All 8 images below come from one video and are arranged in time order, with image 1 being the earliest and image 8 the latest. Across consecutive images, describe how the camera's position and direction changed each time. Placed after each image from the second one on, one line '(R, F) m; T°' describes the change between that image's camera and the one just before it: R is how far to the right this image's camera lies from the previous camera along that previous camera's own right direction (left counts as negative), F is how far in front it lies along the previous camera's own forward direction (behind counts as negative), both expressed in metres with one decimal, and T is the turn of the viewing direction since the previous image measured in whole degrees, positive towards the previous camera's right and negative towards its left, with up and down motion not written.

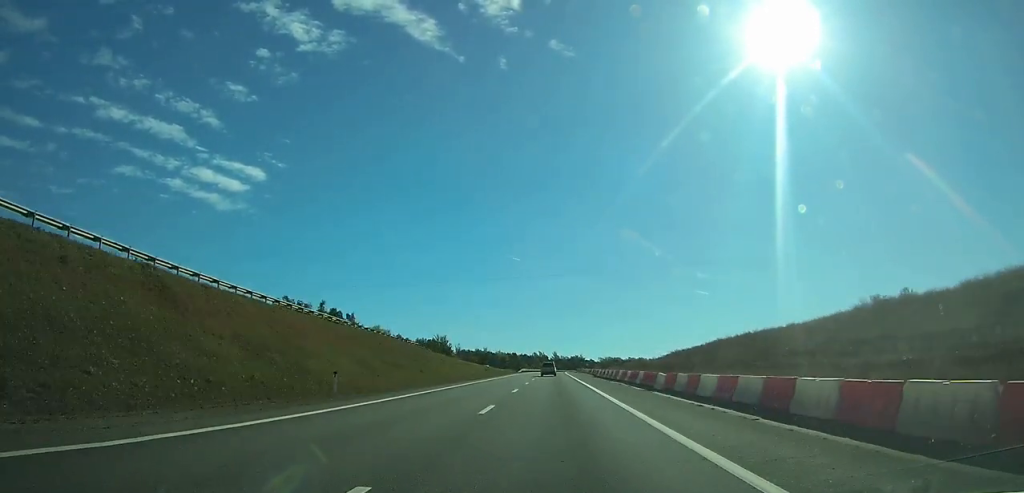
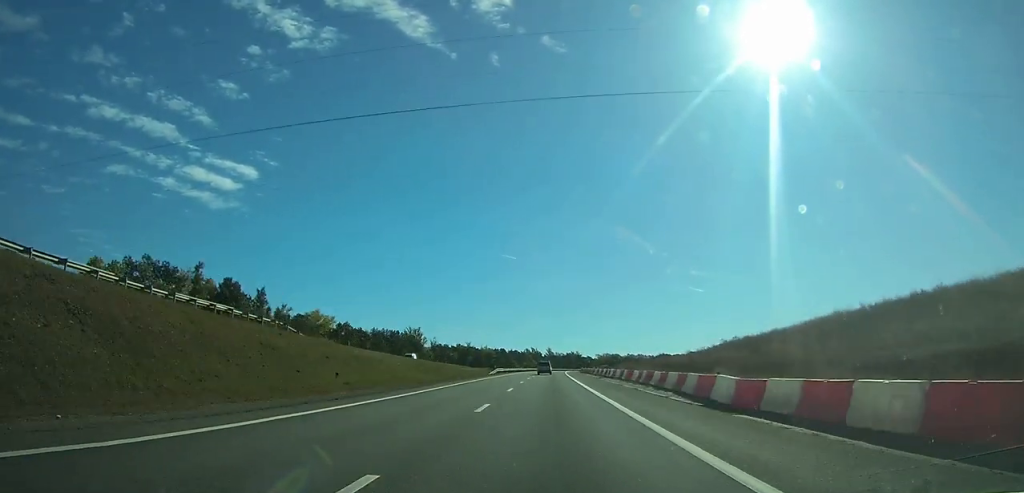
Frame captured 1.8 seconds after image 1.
(-0.1, +46.0) m; 0°
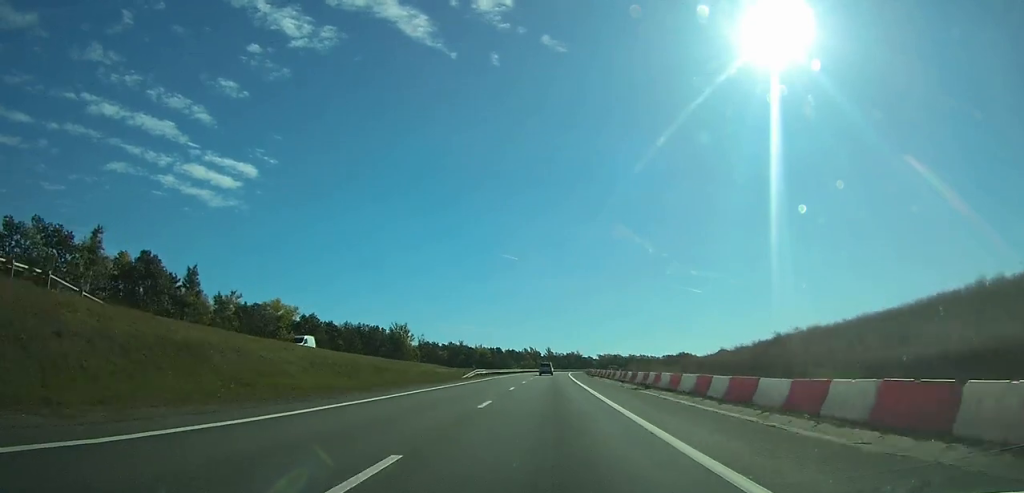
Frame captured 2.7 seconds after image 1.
(0.0, +22.2) m; 0°
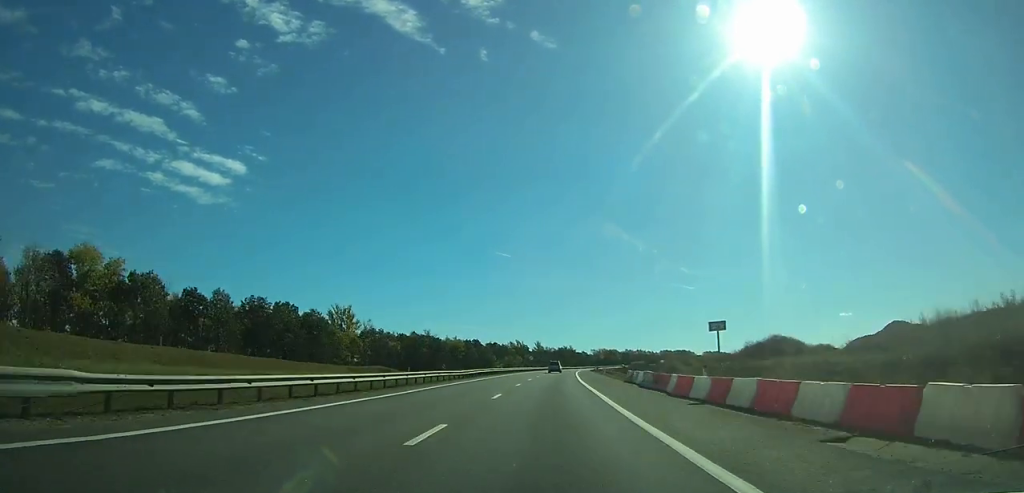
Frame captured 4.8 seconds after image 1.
(+0.2, +55.0) m; +1°
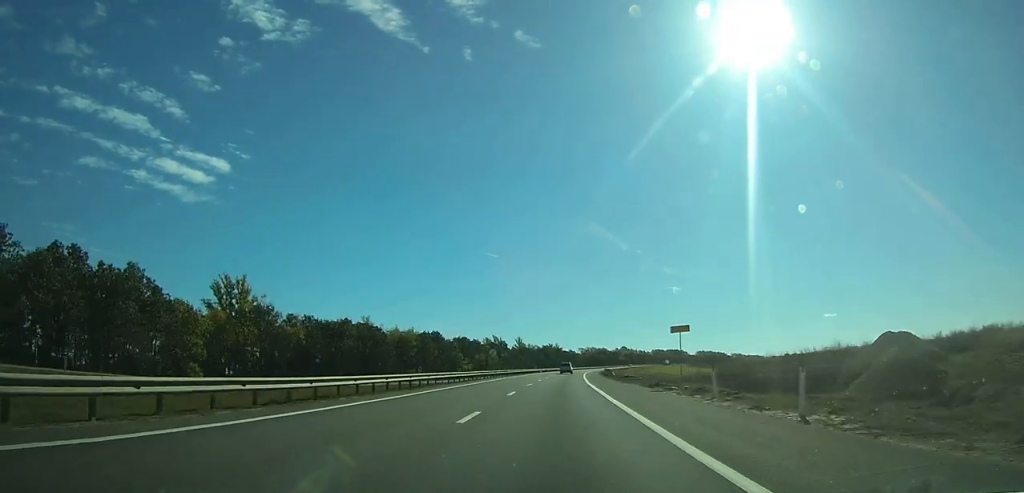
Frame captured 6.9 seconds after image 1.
(+0.5, +55.6) m; +2°
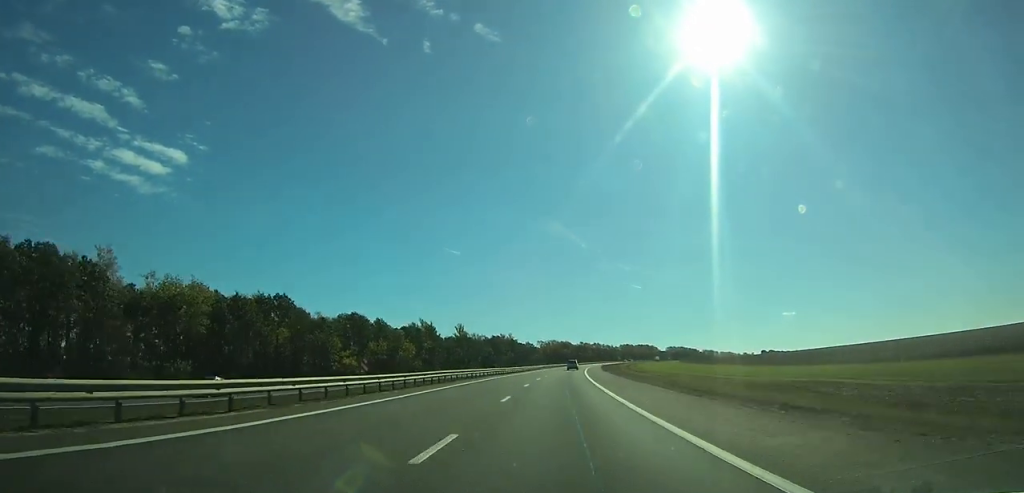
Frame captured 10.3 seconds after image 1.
(+2.8, +88.7) m; +4°
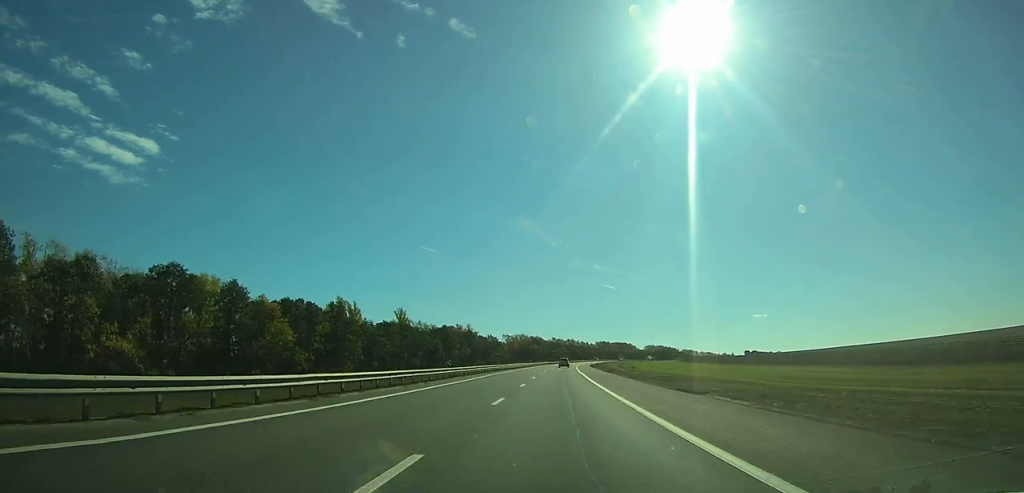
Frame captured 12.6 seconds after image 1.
(+1.6, +63.0) m; +3°
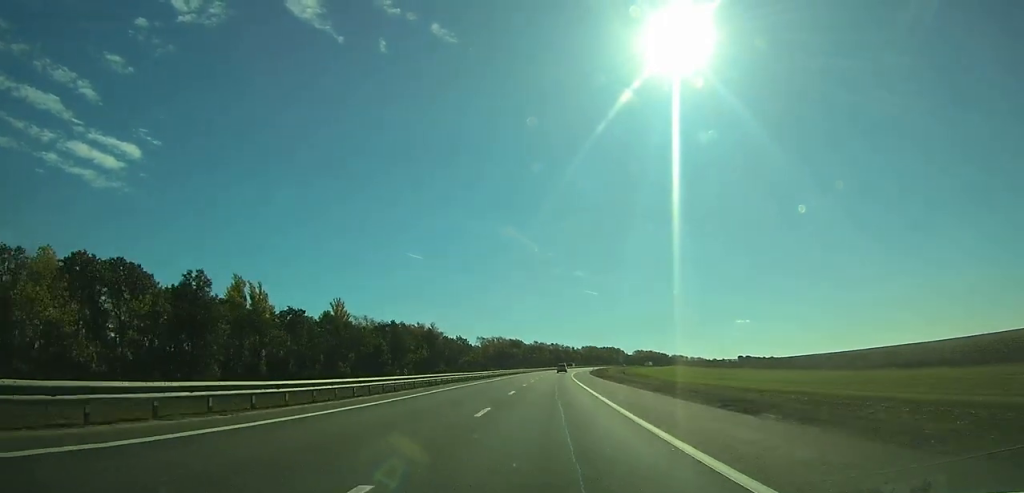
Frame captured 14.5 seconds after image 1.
(+0.8, +50.4) m; +2°
